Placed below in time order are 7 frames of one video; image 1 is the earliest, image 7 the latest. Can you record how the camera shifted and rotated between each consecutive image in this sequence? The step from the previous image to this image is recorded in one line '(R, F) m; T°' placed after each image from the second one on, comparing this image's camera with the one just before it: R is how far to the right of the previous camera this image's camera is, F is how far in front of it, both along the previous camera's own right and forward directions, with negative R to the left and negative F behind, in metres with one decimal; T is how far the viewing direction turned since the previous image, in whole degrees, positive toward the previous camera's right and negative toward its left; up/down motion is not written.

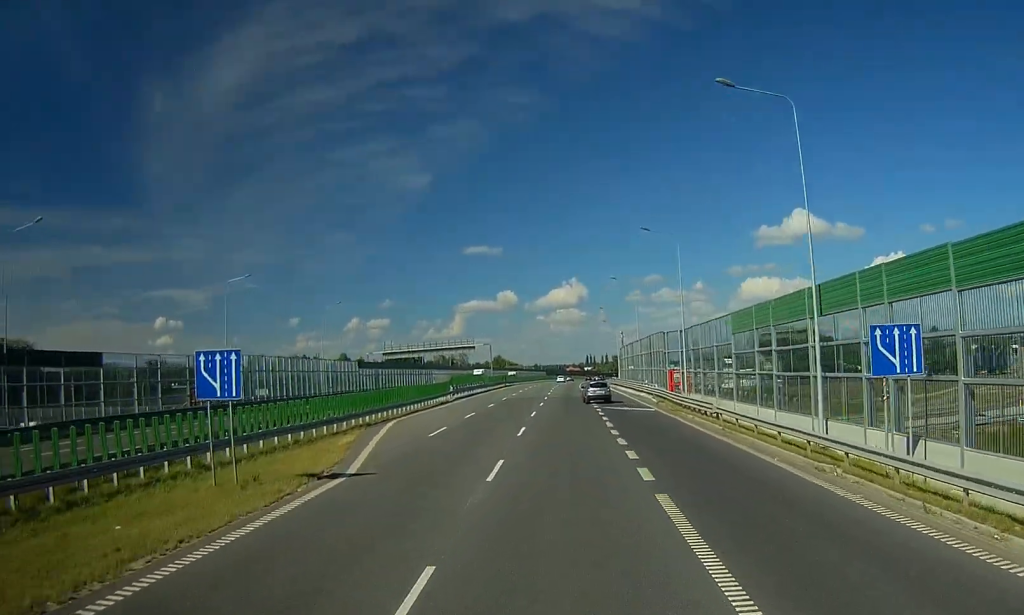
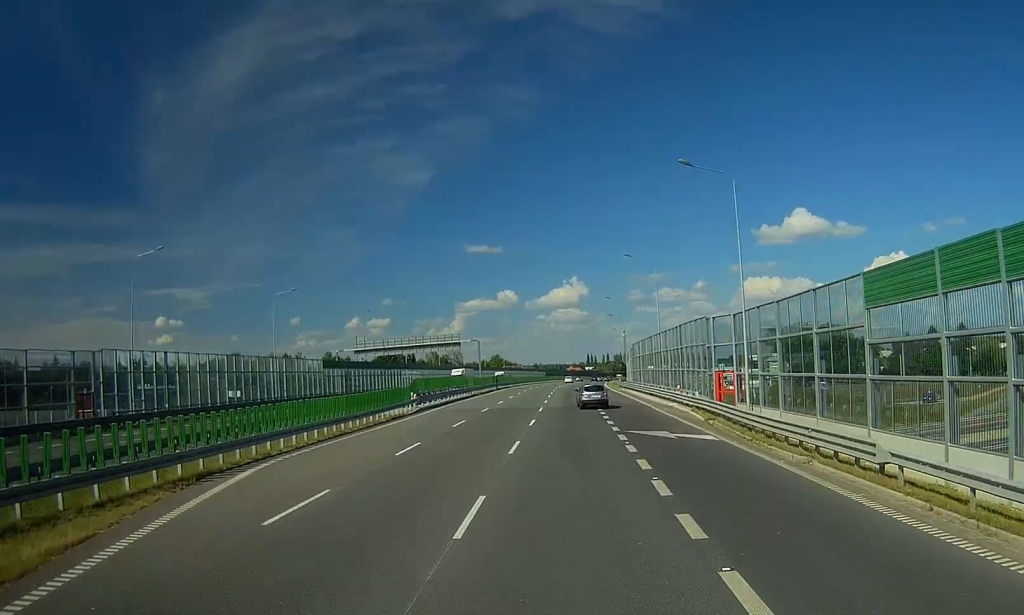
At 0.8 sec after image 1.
(0.0, +18.5) m; 0°
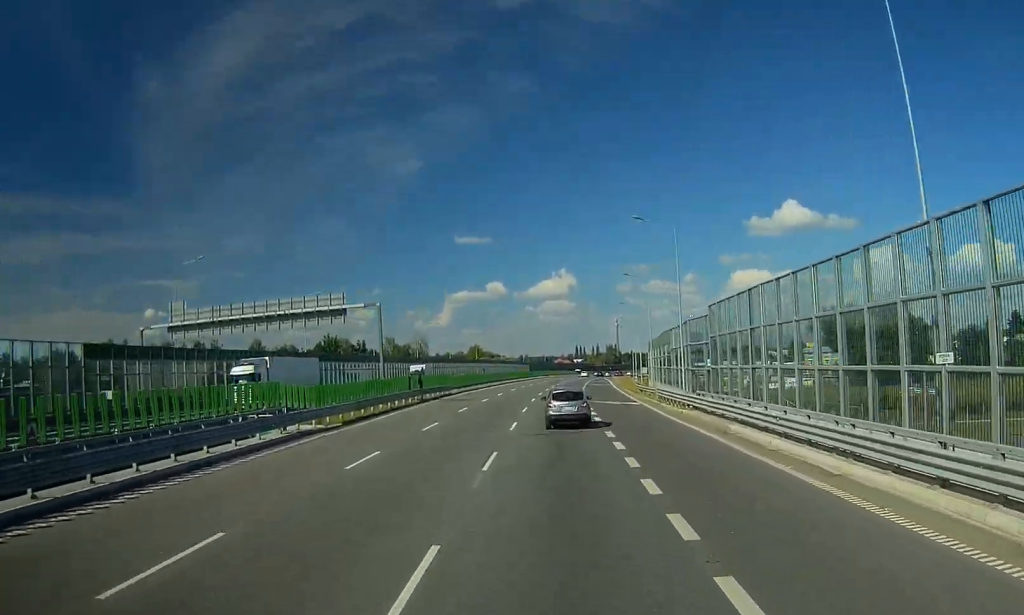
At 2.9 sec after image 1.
(+0.4, +52.6) m; 0°
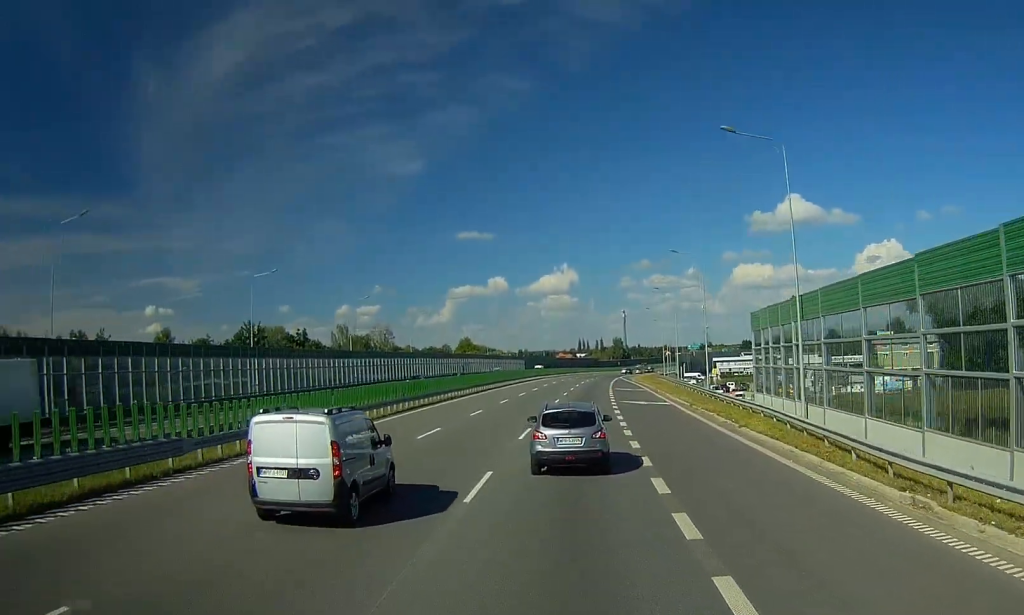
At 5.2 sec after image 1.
(+0.4, +51.9) m; +1°
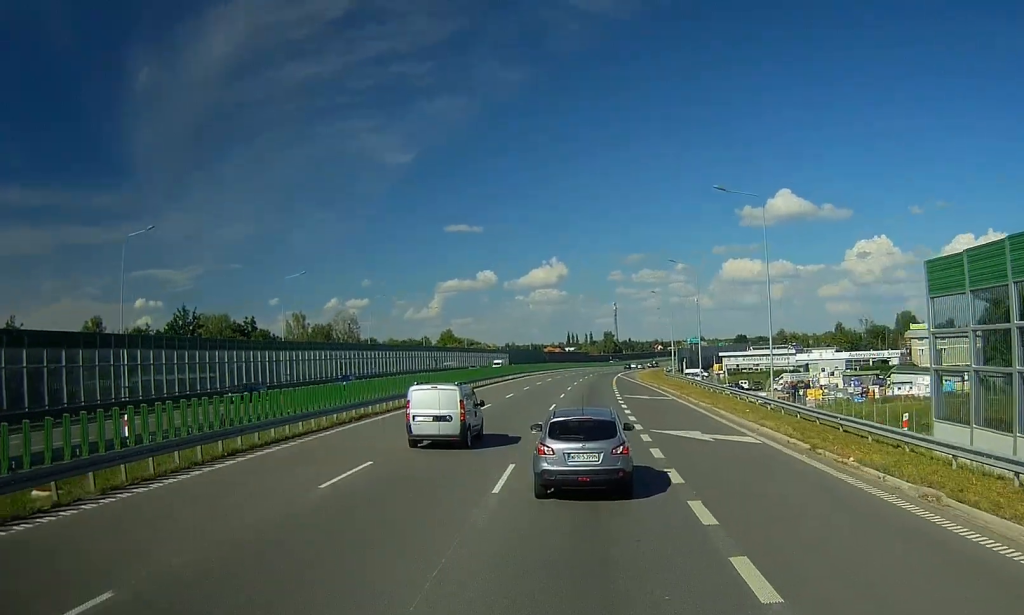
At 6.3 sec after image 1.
(0.0, +23.6) m; 0°
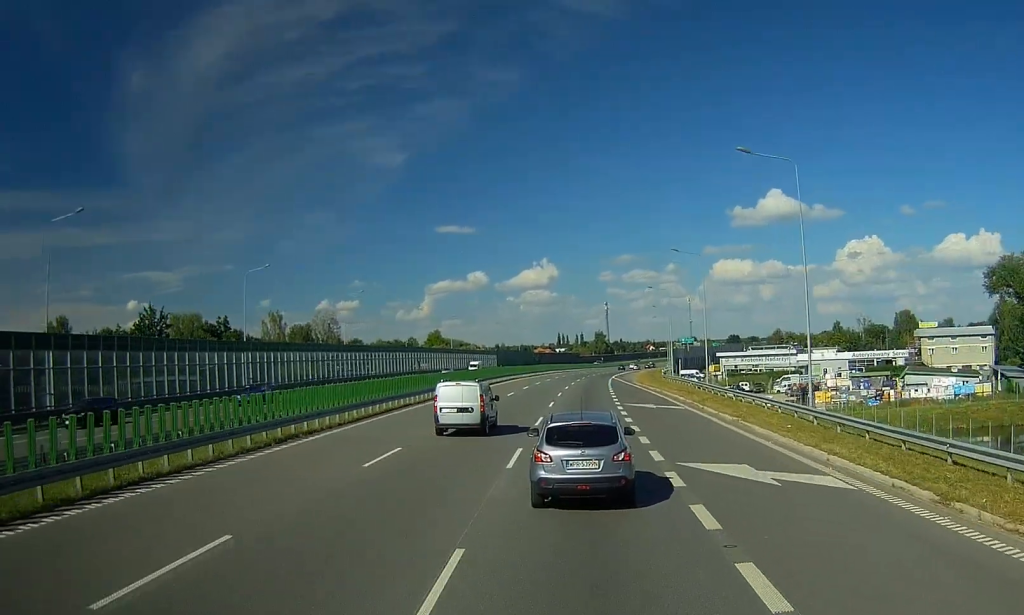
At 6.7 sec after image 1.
(0.0, +8.8) m; 0°
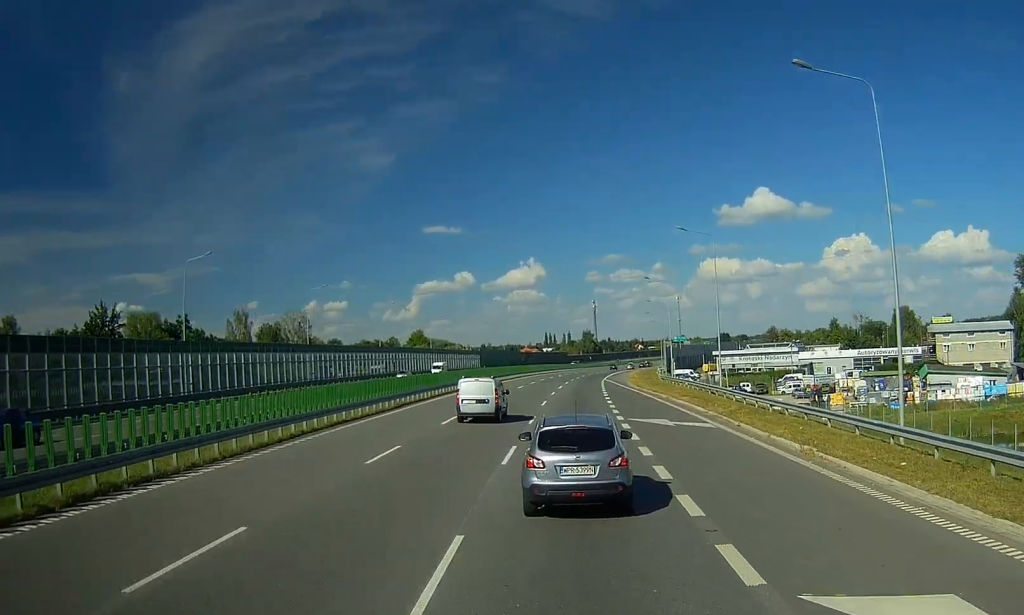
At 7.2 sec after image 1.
(0.0, +11.7) m; +1°
